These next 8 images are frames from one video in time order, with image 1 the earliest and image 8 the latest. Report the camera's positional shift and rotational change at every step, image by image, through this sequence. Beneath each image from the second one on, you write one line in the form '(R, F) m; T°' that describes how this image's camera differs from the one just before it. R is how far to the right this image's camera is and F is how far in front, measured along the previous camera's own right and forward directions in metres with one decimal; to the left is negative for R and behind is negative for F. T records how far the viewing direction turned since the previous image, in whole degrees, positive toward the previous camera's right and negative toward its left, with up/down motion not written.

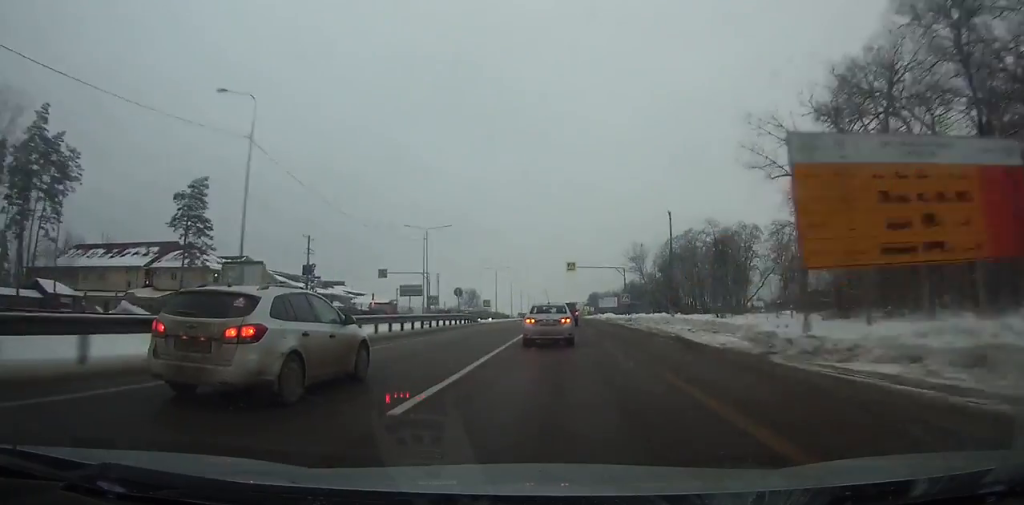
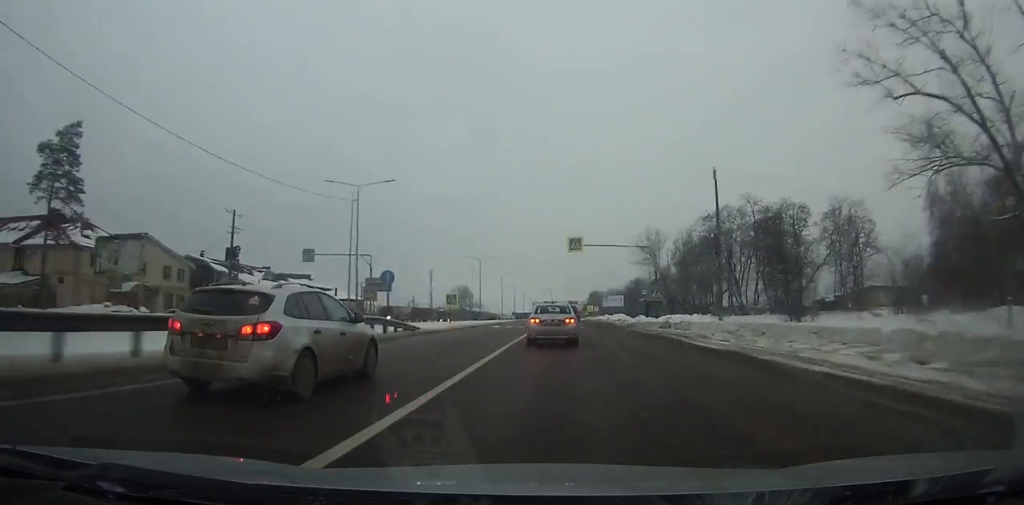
(0.0, +22.5) m; 0°
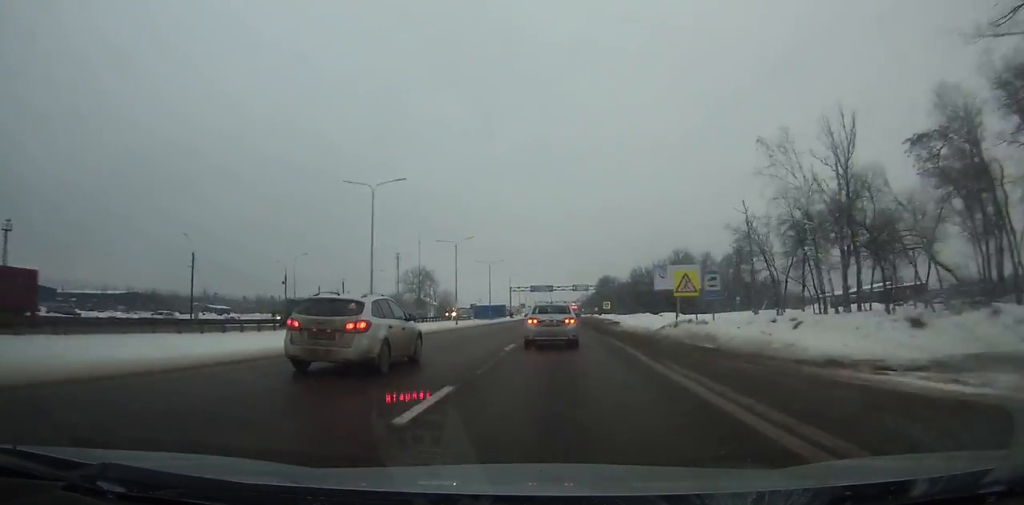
(+0.2, +93.8) m; 0°
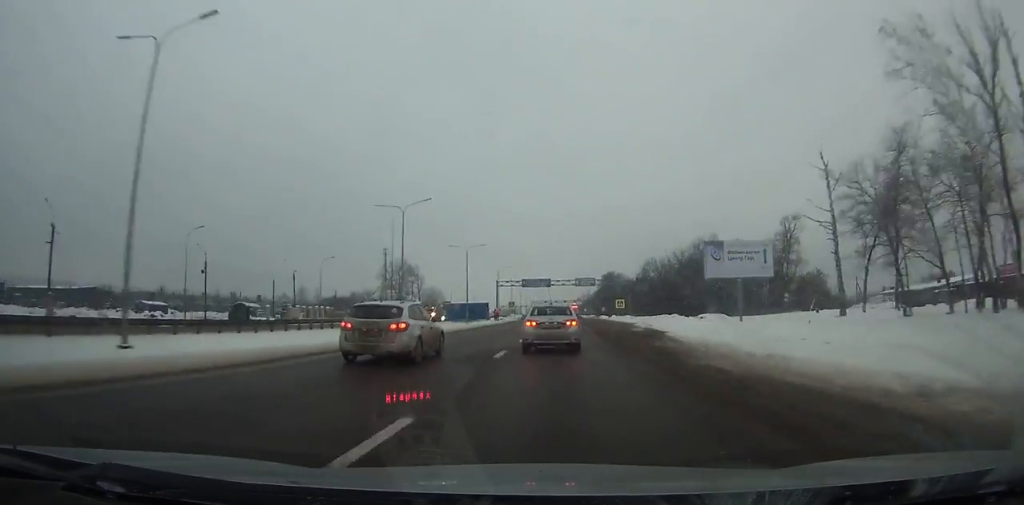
(0.0, +25.0) m; 0°
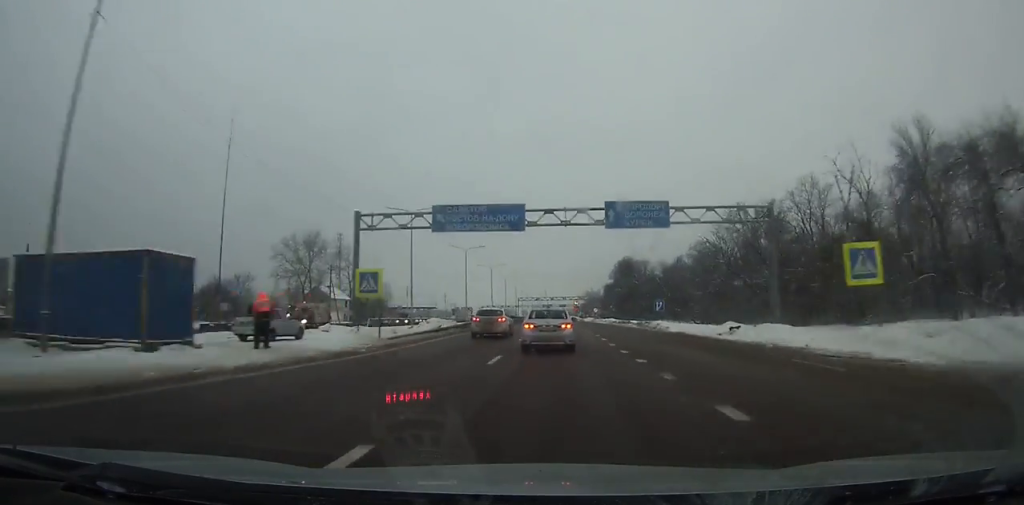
(+0.1, +72.2) m; 0°
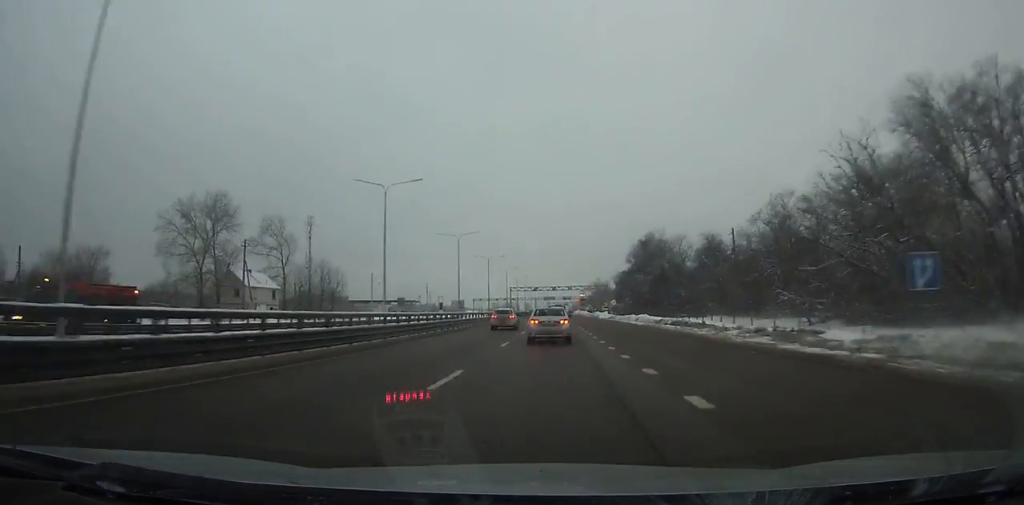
(-0.1, +40.9) m; 0°
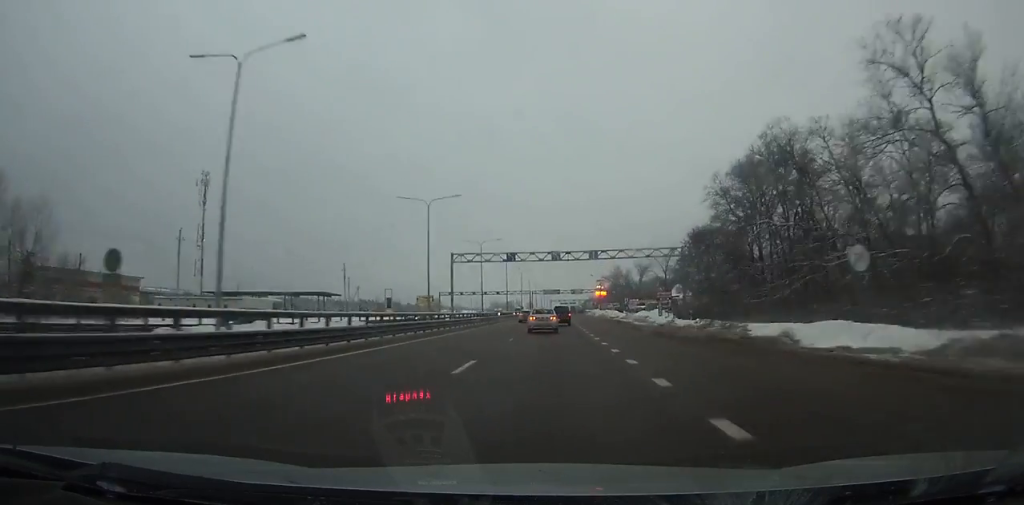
(-0.8, +83.6) m; -2°
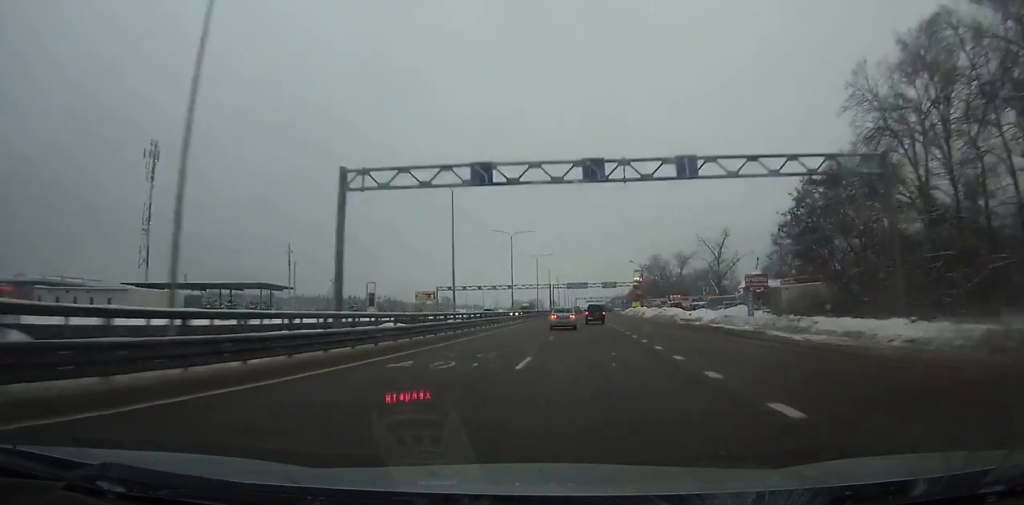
(-0.5, +36.3) m; 0°
